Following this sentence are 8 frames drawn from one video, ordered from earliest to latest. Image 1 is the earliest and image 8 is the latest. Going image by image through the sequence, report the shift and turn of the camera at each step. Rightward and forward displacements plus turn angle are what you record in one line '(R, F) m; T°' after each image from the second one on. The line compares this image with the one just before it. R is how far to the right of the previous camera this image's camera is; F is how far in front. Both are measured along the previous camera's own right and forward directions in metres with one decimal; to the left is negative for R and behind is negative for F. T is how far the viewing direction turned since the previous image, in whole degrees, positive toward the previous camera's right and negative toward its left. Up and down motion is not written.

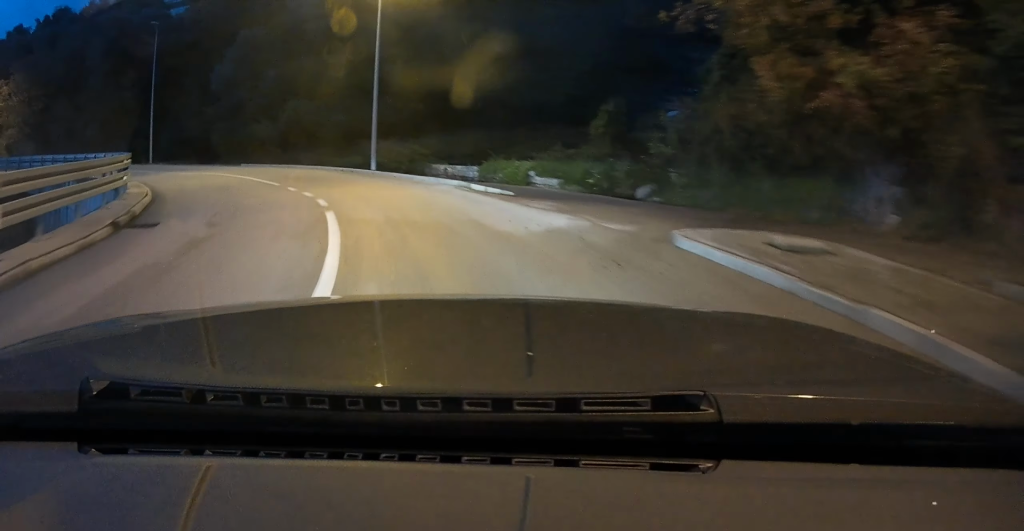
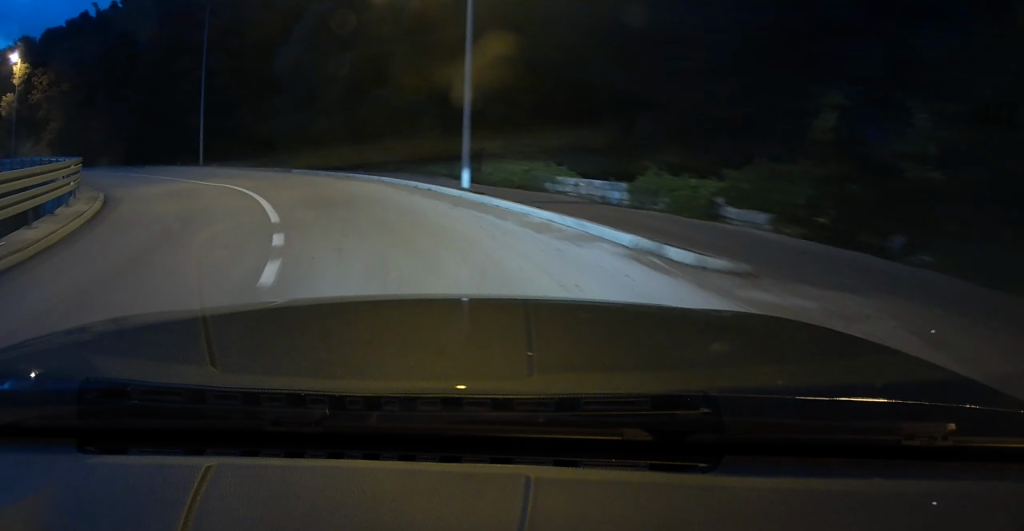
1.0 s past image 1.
(-1.0, +9.9) m; -13°
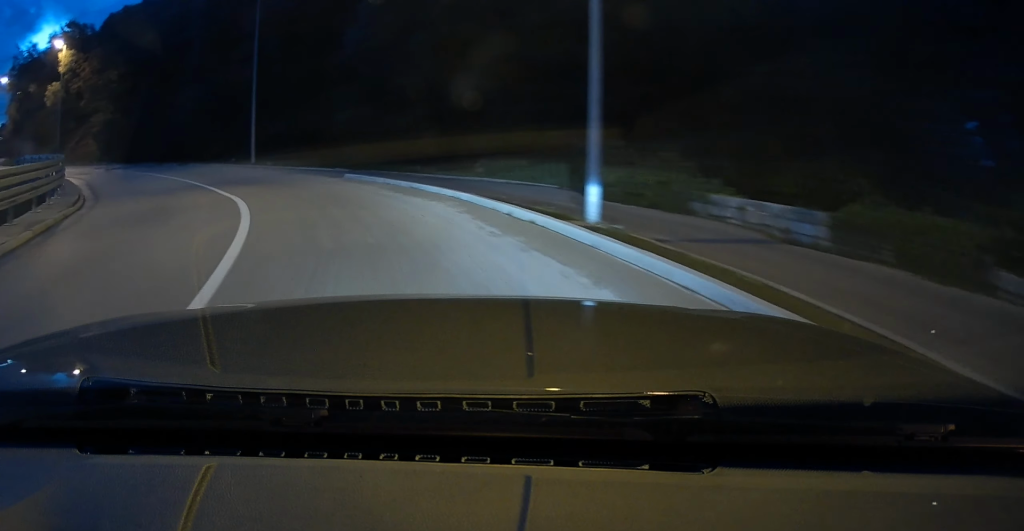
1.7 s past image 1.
(-0.6, +6.6) m; -12°
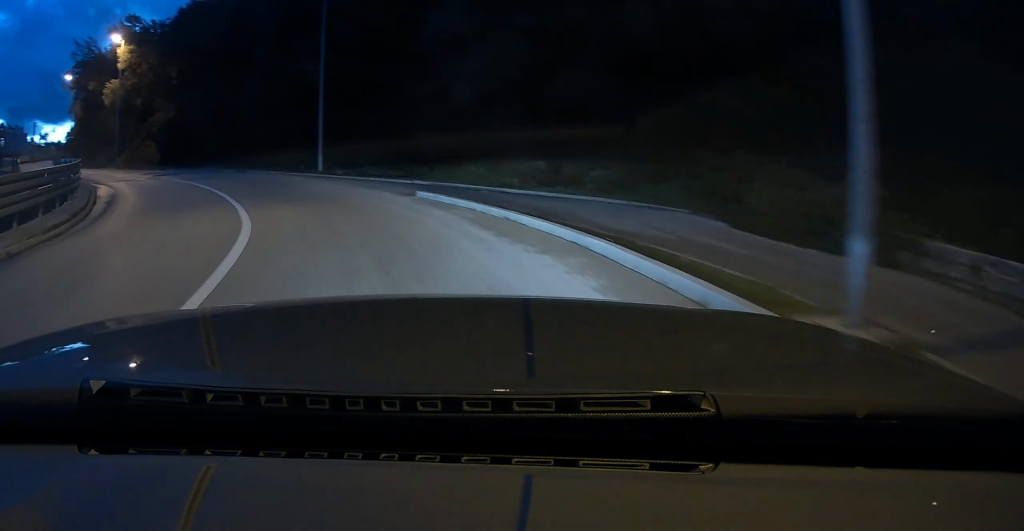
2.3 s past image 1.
(0.0, +5.0) m; -11°
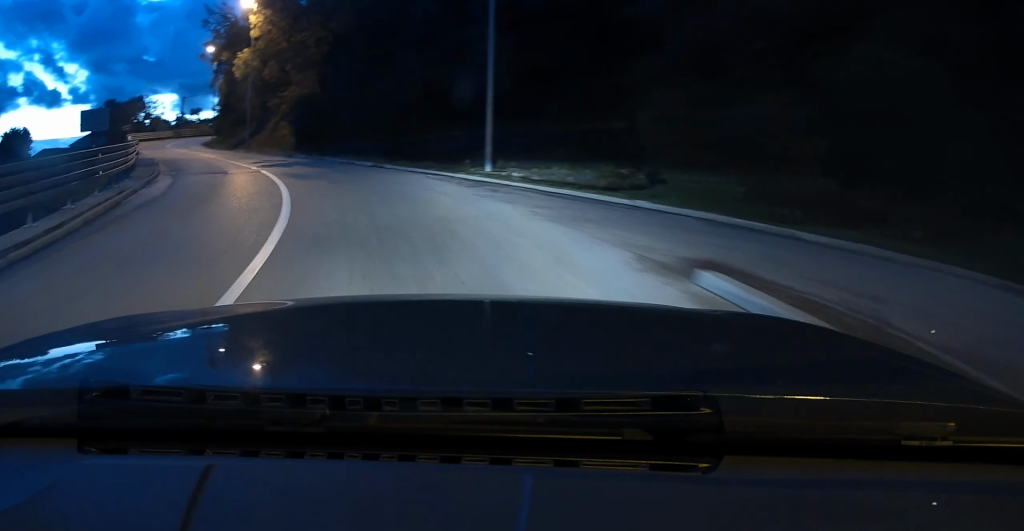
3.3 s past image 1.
(-2.1, +9.5) m; -17°
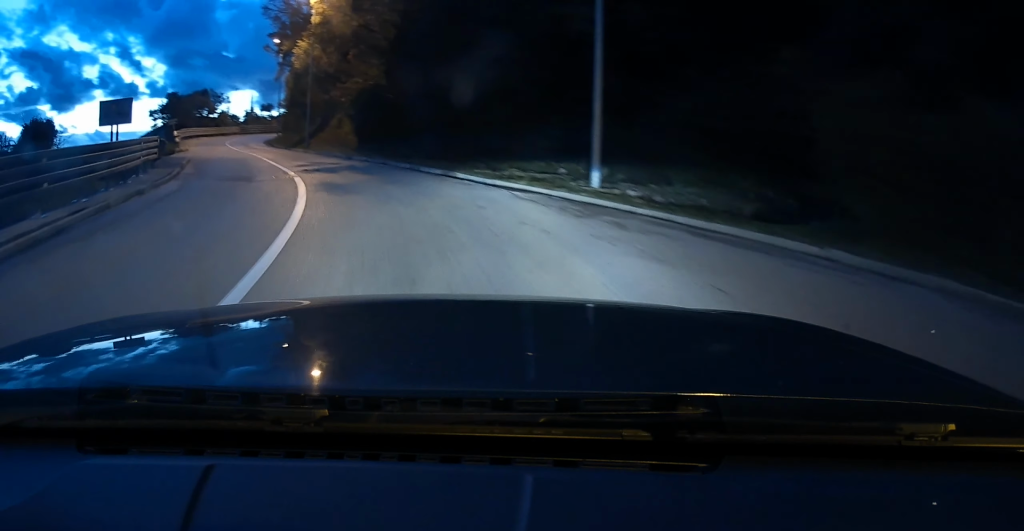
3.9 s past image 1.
(-0.4, +5.6) m; -7°
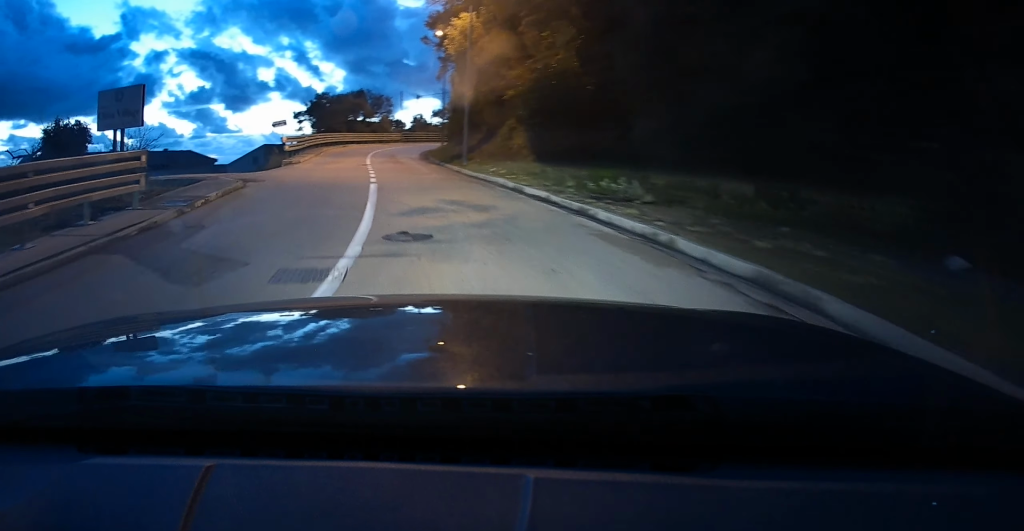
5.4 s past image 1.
(-2.1, +13.1) m; -16°
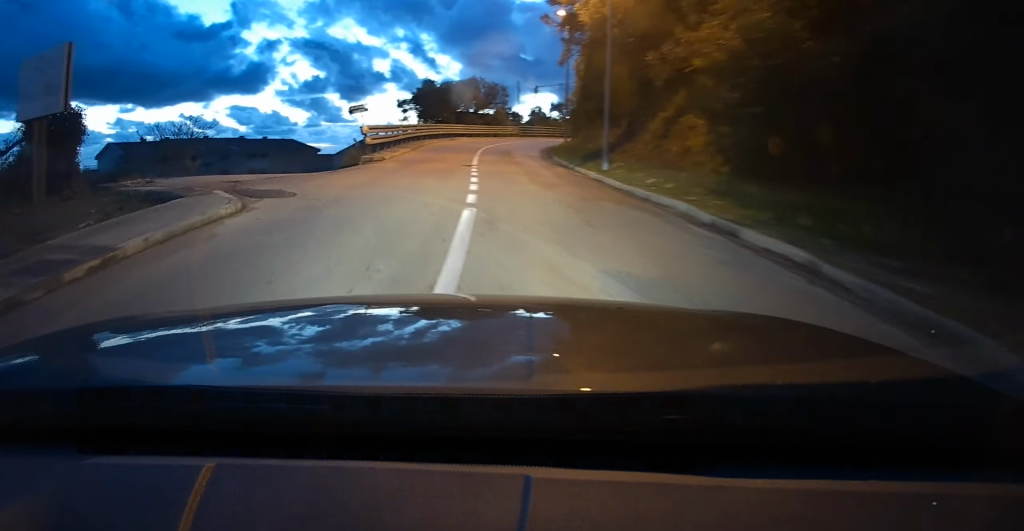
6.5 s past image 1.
(-0.3, +8.4) m; -3°
